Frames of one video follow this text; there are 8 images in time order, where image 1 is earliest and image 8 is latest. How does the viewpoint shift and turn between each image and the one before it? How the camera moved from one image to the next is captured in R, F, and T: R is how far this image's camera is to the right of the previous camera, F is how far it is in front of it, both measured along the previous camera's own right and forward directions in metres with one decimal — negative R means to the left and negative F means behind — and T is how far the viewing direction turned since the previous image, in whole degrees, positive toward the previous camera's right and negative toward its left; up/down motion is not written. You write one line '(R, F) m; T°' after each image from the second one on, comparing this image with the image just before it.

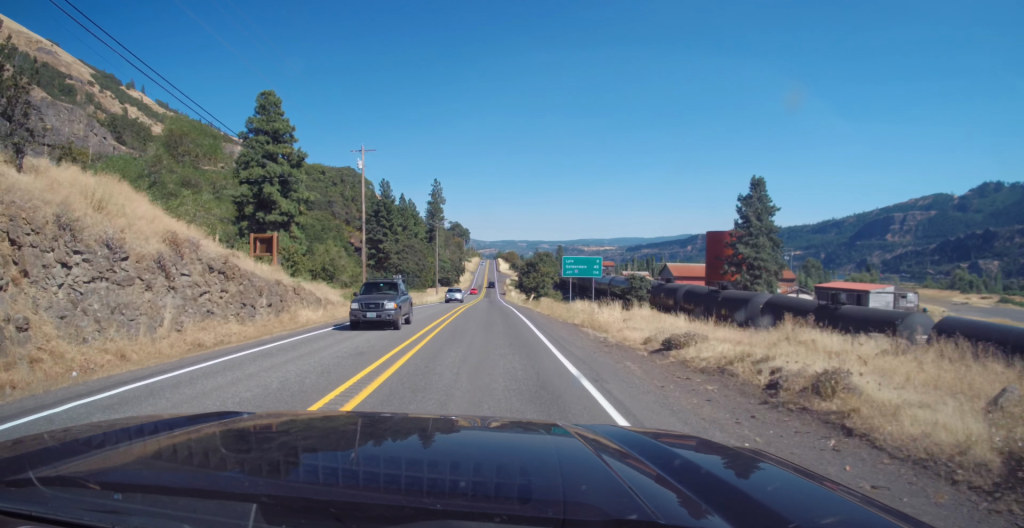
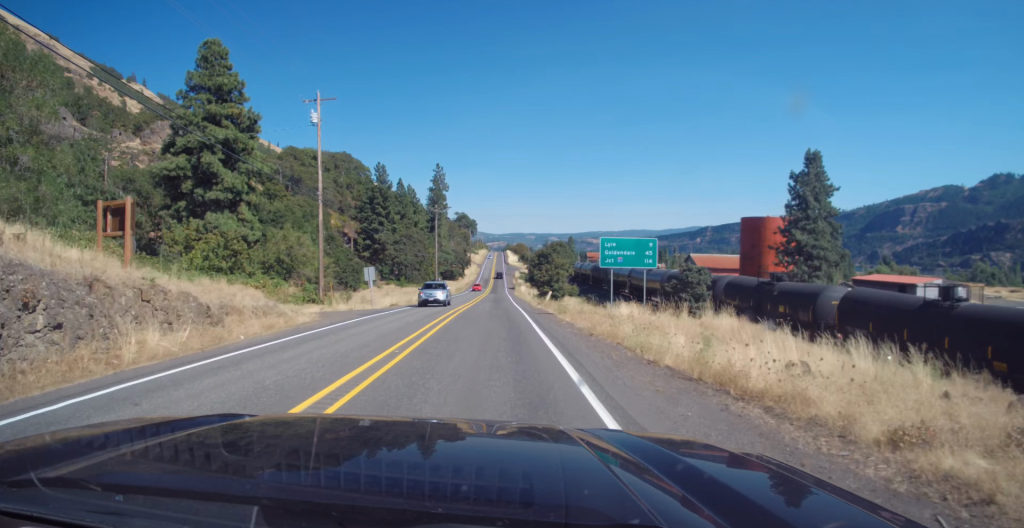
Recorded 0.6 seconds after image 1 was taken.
(-0.2, +15.1) m; -1°
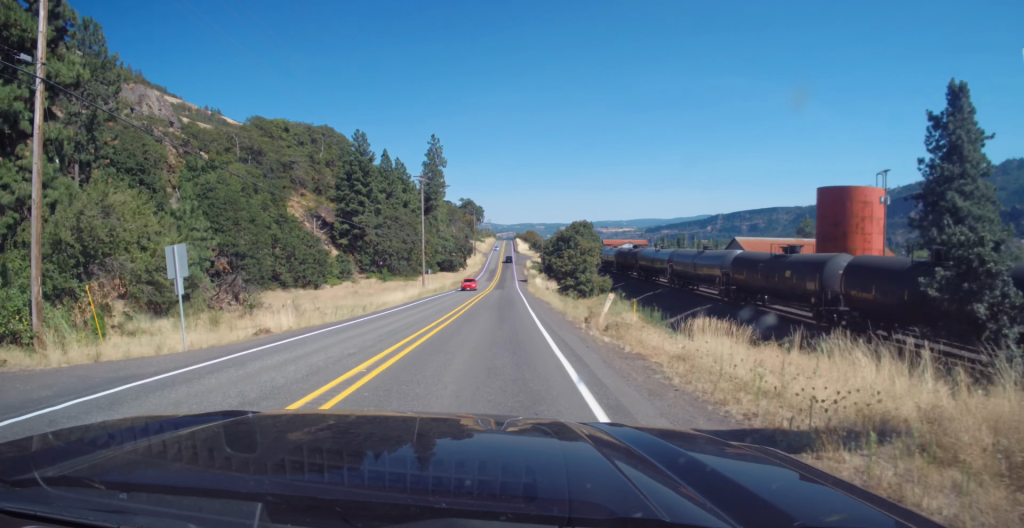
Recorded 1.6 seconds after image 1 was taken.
(-0.1, +27.3) m; -1°
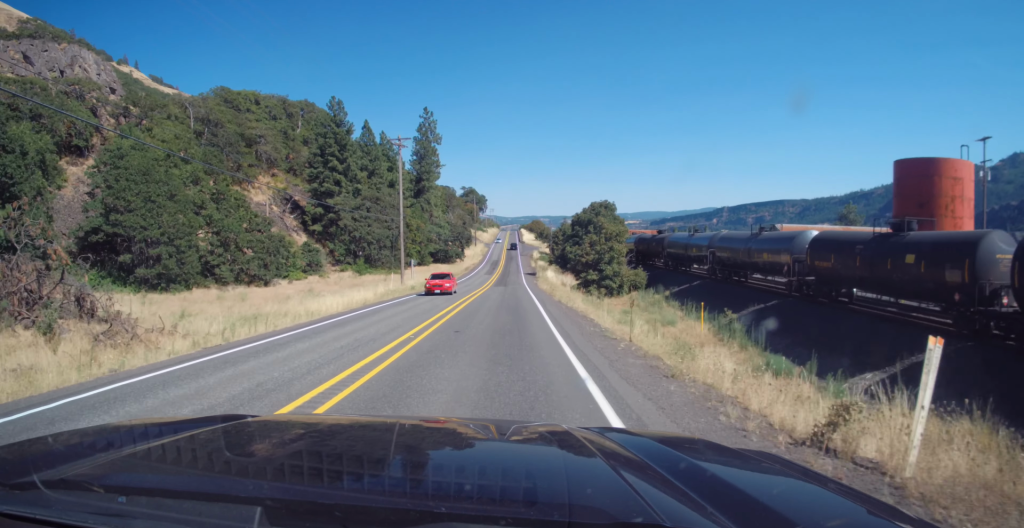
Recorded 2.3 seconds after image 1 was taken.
(-0.2, +19.8) m; 0°
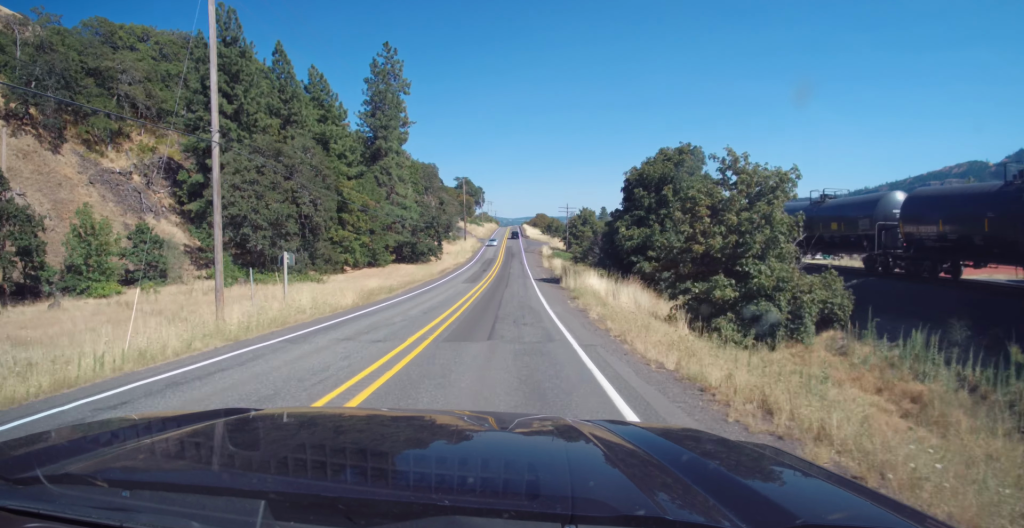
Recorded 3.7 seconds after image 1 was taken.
(+0.1, +41.5) m; 0°
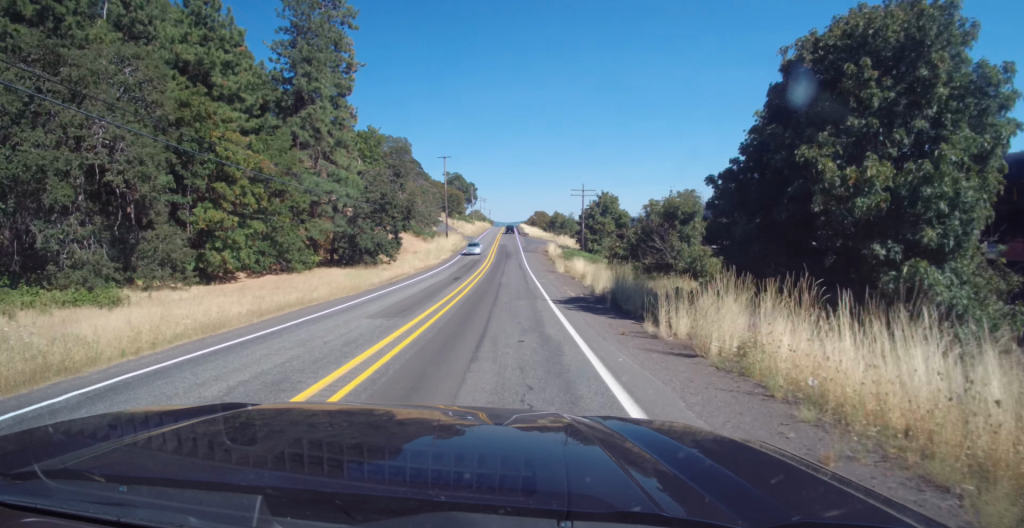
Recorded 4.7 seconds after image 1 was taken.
(-0.4, +29.3) m; 0°
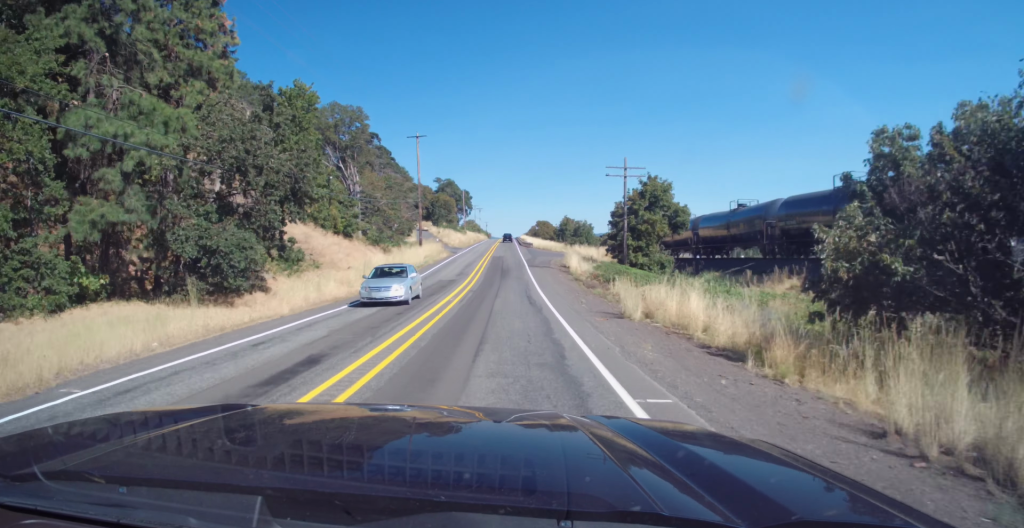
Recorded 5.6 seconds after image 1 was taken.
(+0.4, +29.1) m; +1°
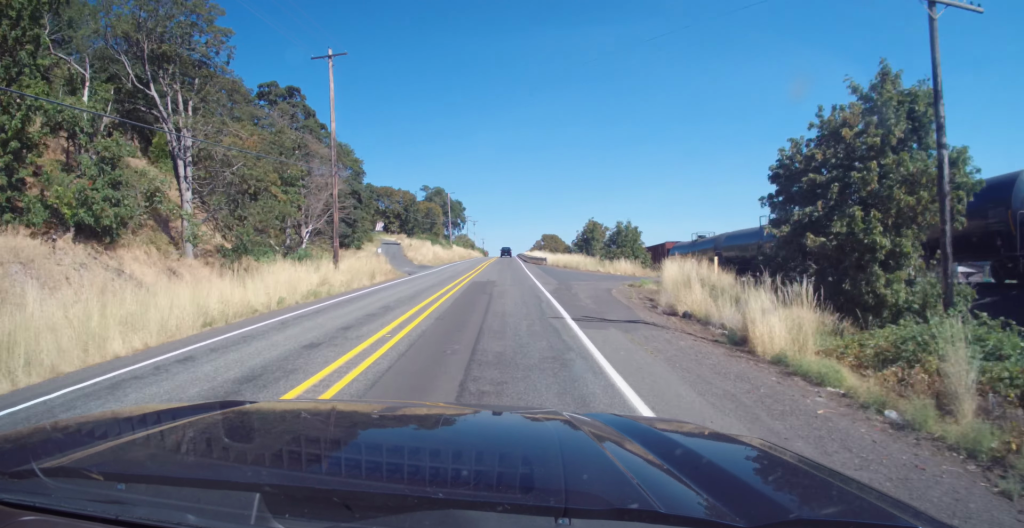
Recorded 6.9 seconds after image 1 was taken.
(-0.1, +37.9) m; -1°
